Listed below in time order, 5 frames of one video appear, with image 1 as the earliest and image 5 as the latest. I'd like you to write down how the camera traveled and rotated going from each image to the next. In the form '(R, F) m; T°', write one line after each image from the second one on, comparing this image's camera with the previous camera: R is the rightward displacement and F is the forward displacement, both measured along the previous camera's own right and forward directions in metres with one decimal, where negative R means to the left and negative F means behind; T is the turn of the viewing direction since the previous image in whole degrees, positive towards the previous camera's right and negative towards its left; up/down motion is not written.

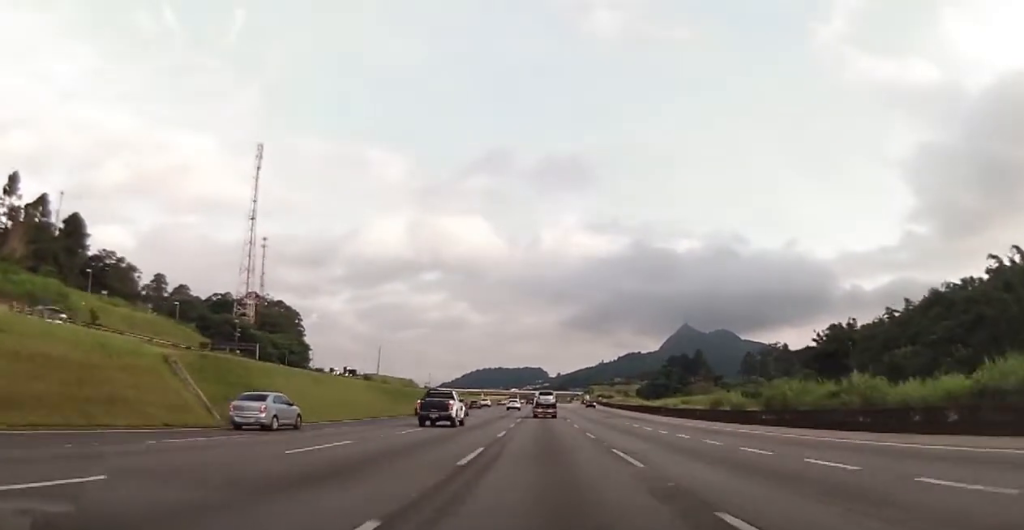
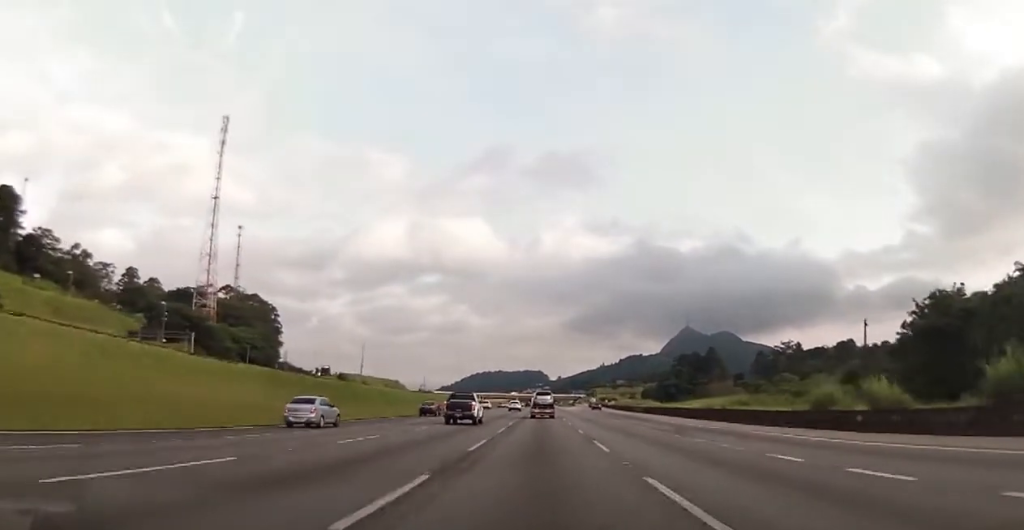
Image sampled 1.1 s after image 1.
(0.0, +31.7) m; +1°
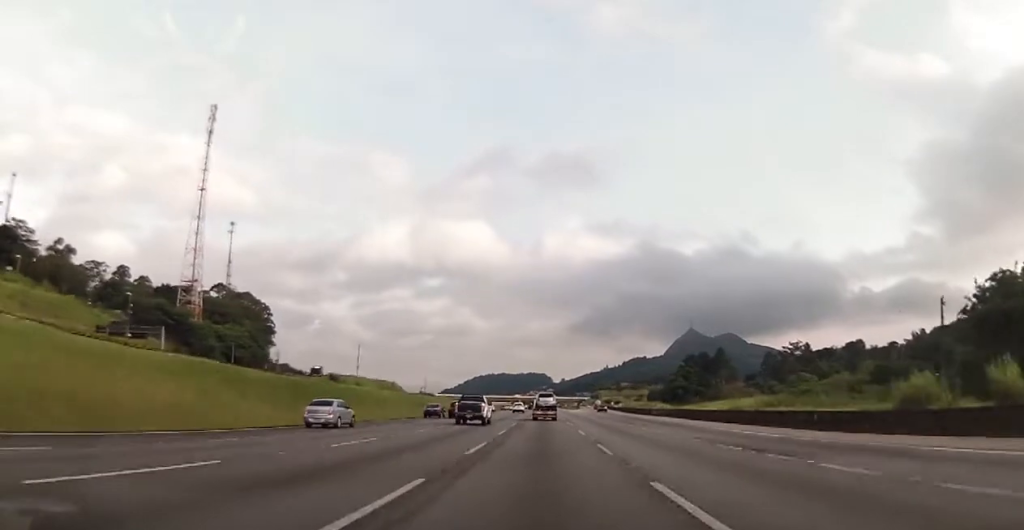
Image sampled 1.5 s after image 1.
(+0.1, +12.5) m; 0°
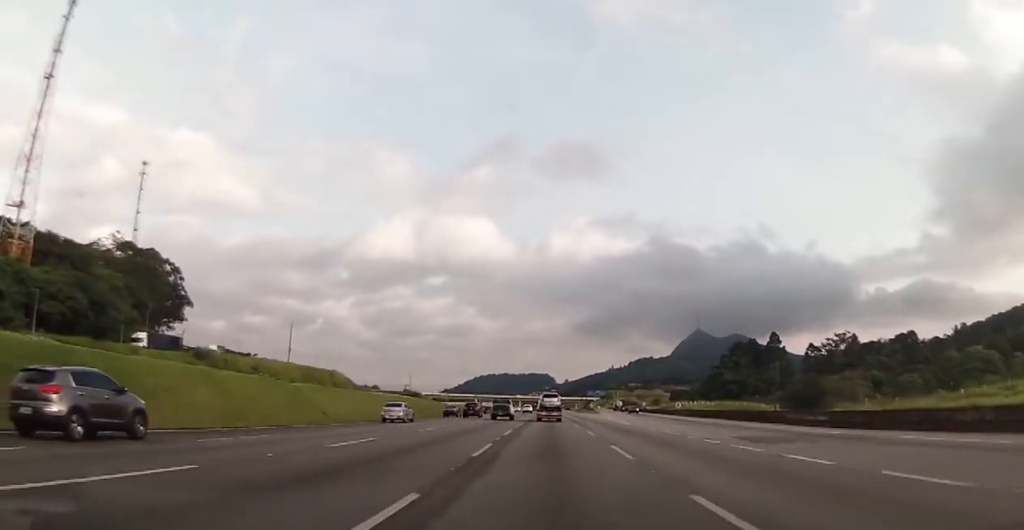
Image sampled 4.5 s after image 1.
(-1.0, +84.8) m; -1°
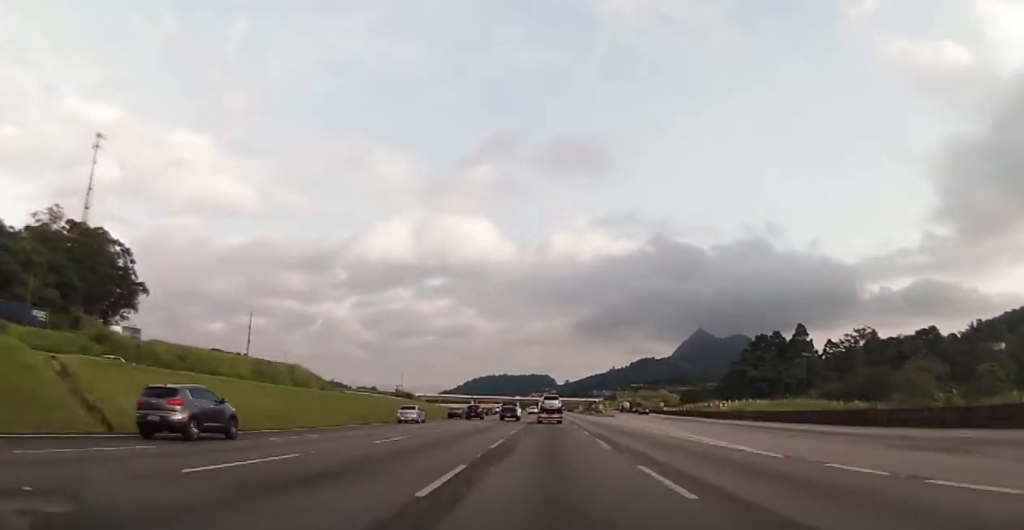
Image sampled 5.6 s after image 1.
(-0.5, +31.0) m; 0°
